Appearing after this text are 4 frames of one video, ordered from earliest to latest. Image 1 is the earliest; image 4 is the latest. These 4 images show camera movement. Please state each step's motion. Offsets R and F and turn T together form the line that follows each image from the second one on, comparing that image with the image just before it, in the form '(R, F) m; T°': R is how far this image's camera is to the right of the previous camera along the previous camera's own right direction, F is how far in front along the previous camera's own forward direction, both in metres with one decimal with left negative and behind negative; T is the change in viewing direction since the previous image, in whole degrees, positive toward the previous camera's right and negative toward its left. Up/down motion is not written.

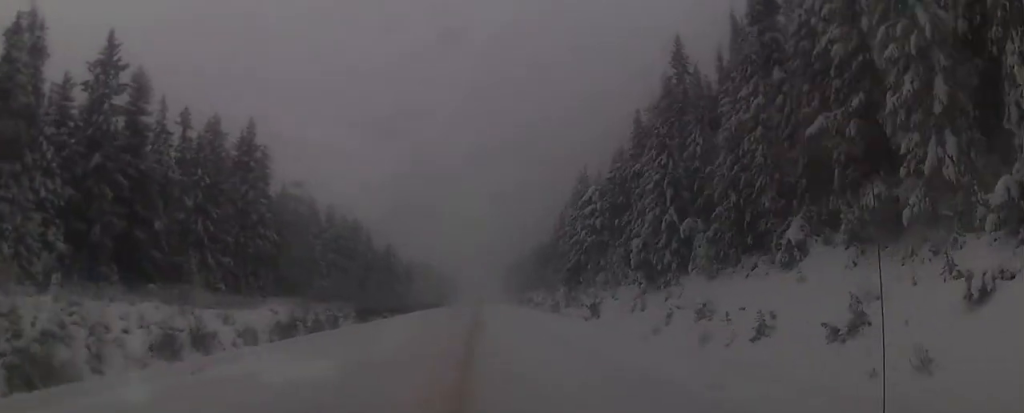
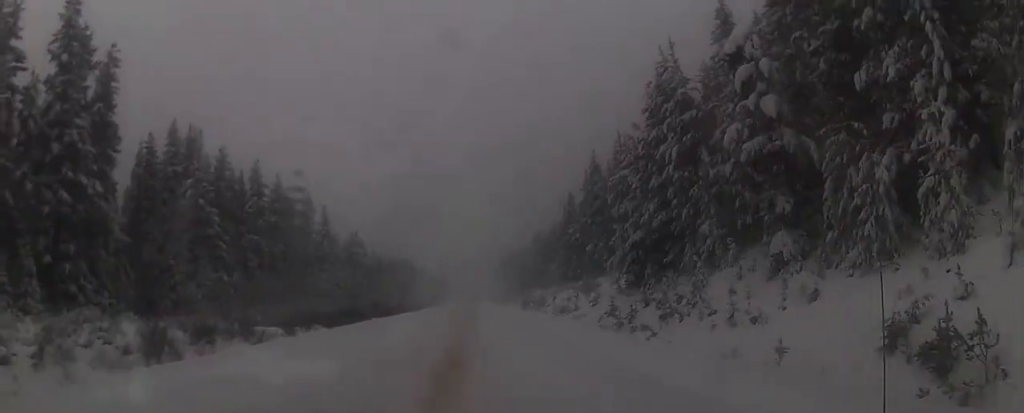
(-0.1, +47.3) m; +1°
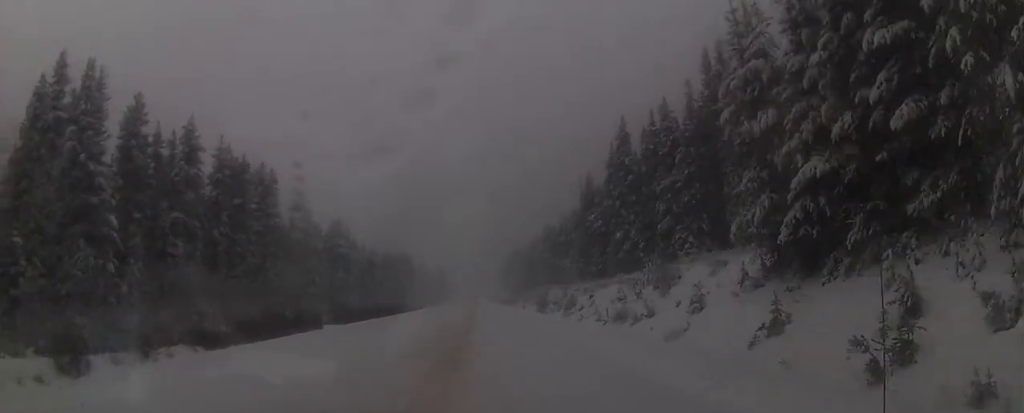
(-0.2, +27.5) m; -1°
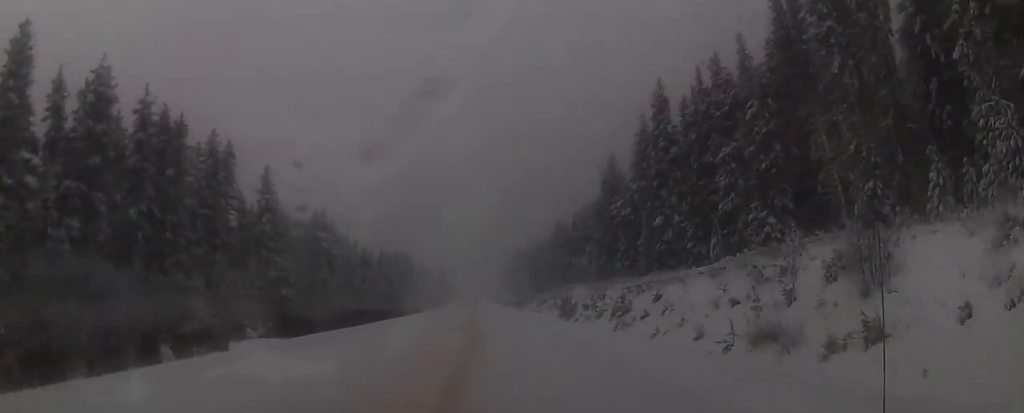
(+0.1, +22.8) m; +1°
